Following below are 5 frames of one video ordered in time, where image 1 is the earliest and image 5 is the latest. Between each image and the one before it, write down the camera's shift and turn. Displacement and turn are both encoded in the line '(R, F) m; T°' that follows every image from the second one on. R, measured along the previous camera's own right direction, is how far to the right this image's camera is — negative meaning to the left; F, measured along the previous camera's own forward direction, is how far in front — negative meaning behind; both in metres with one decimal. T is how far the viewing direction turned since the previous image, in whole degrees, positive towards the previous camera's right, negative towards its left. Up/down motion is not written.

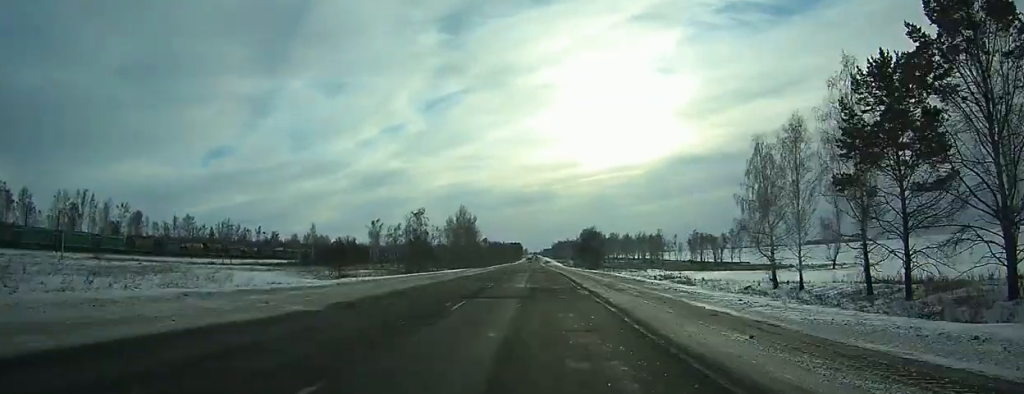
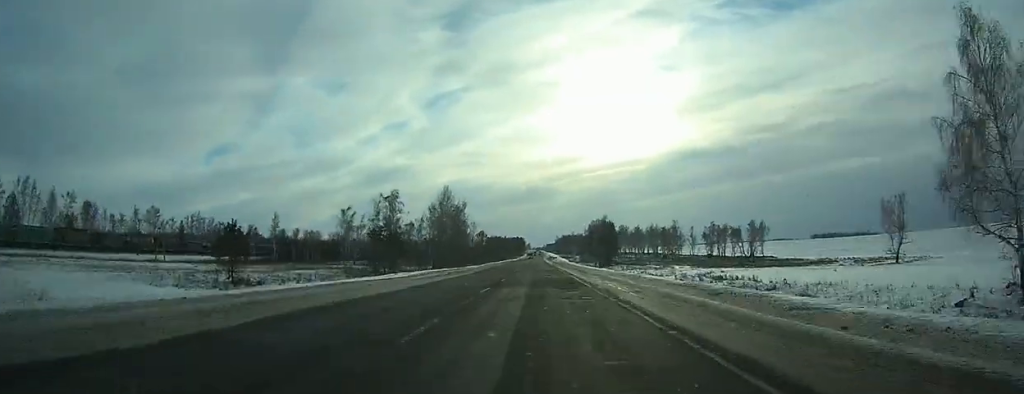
(0.0, +29.7) m; 0°
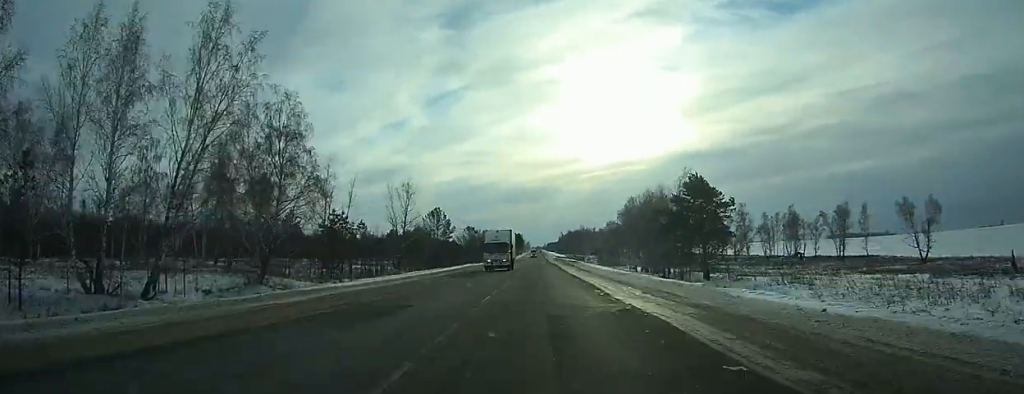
(+0.7, +96.2) m; +1°
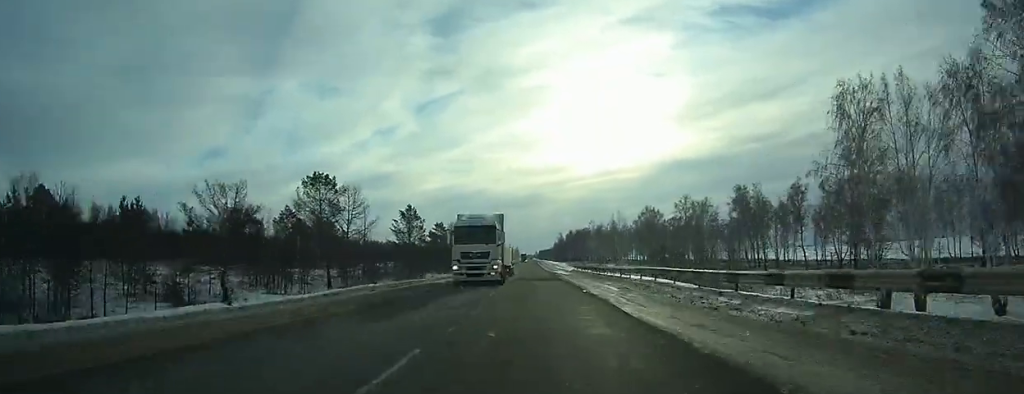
(-1.5, +119.1) m; 0°
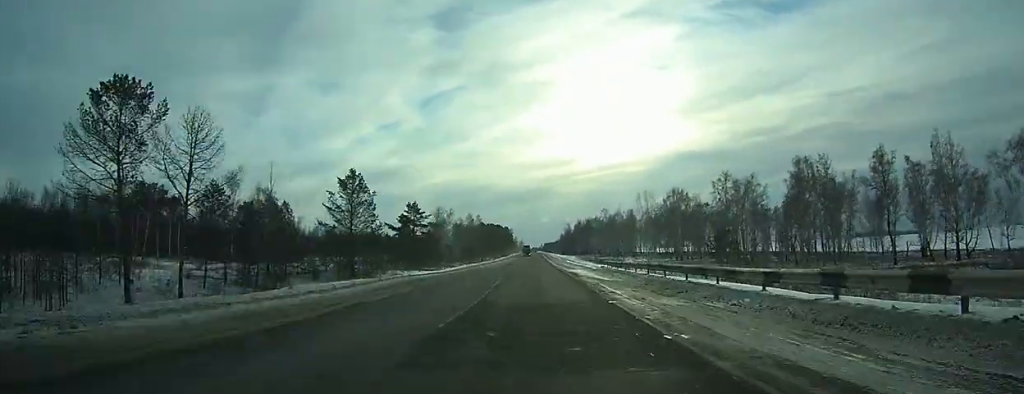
(+0.1, +33.4) m; 0°
